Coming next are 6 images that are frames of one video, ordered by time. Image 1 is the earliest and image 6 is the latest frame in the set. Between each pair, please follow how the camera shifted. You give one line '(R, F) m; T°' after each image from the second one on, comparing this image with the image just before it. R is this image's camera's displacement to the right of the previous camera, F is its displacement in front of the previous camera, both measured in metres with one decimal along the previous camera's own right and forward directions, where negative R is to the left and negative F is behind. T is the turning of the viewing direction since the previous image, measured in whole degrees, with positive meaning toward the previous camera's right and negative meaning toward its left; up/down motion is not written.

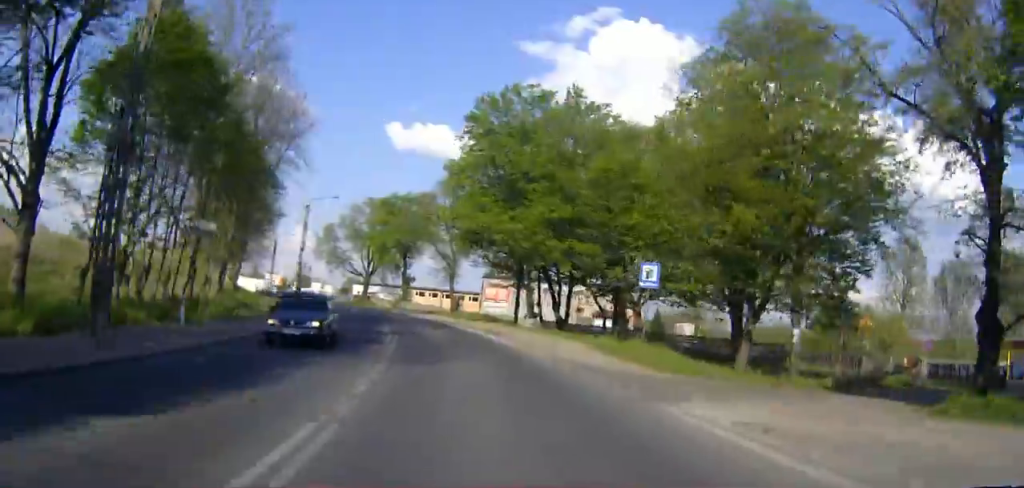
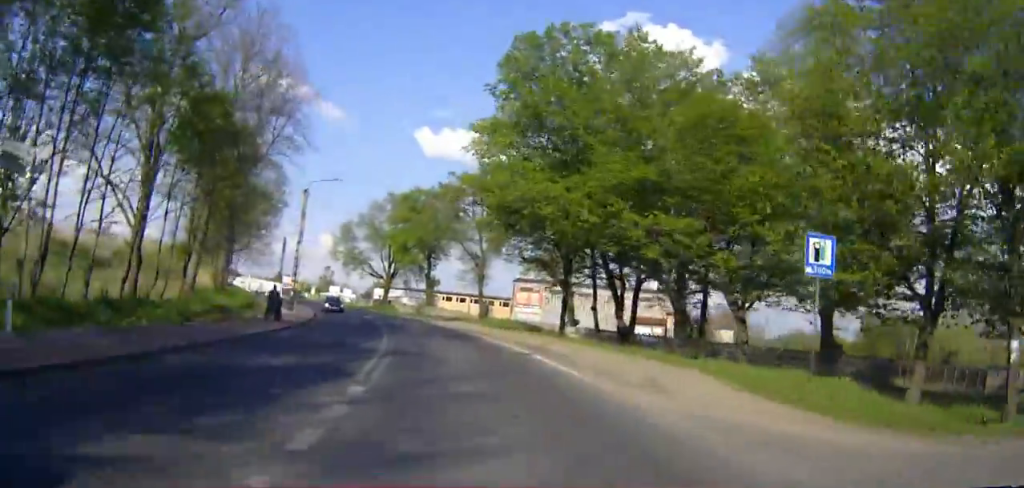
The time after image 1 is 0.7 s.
(0.0, +10.2) m; -1°
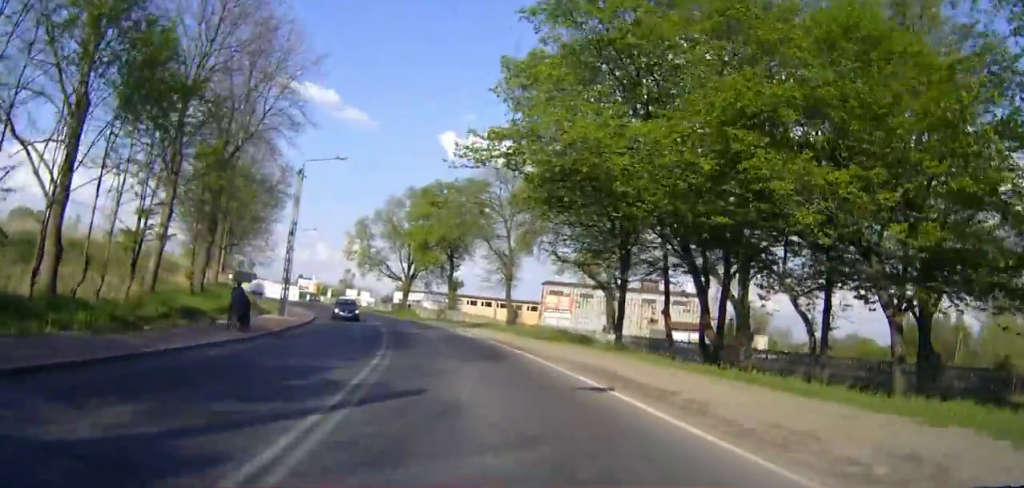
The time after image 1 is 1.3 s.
(+0.1, +8.4) m; -2°
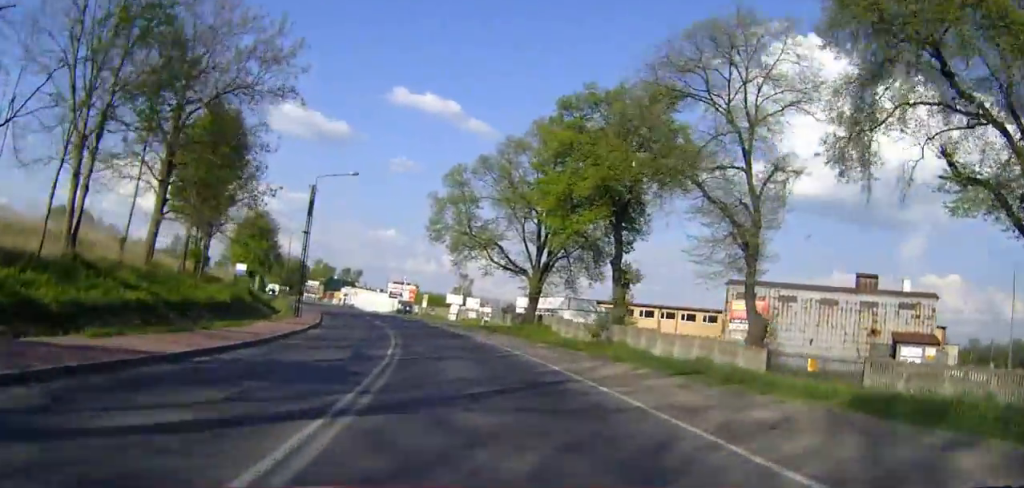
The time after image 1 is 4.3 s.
(-4.0, +41.3) m; -11°
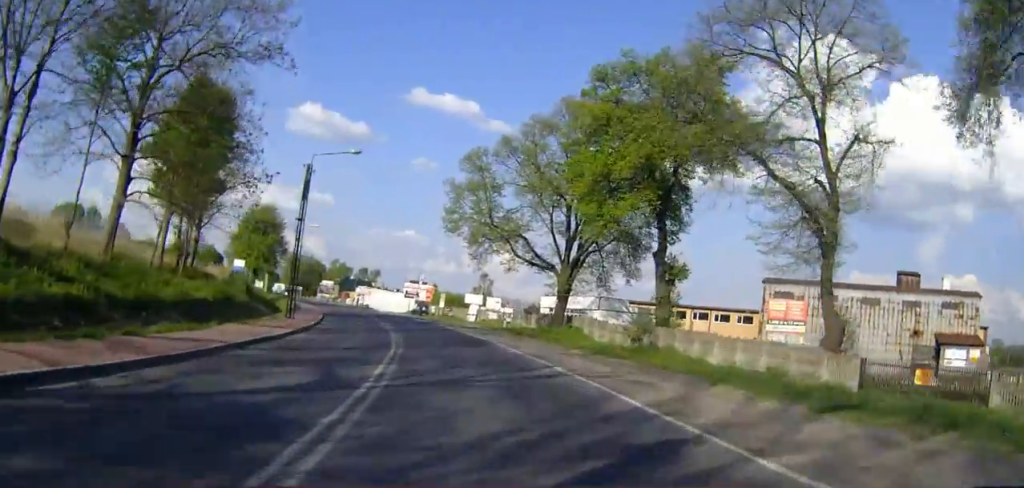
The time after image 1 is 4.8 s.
(-0.1, +6.5) m; -3°
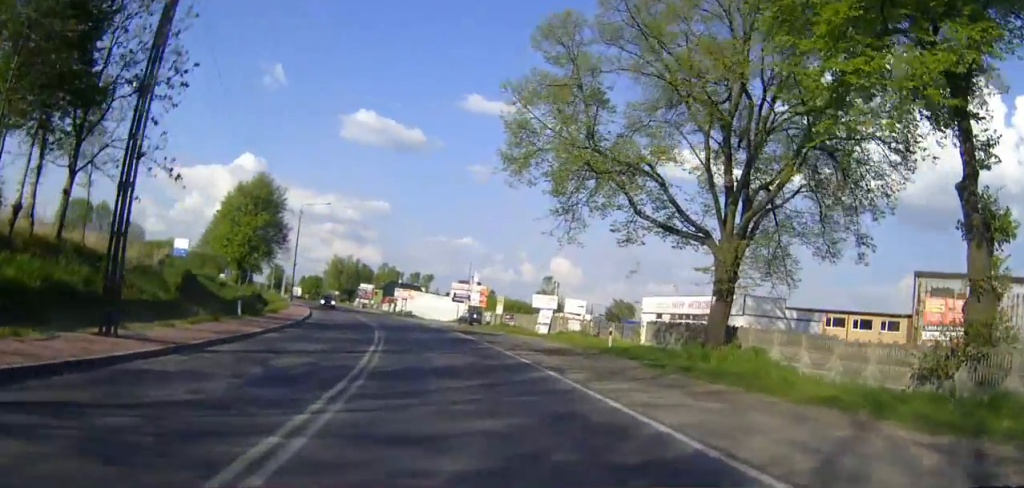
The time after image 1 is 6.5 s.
(-1.5, +24.0) m; -2°
